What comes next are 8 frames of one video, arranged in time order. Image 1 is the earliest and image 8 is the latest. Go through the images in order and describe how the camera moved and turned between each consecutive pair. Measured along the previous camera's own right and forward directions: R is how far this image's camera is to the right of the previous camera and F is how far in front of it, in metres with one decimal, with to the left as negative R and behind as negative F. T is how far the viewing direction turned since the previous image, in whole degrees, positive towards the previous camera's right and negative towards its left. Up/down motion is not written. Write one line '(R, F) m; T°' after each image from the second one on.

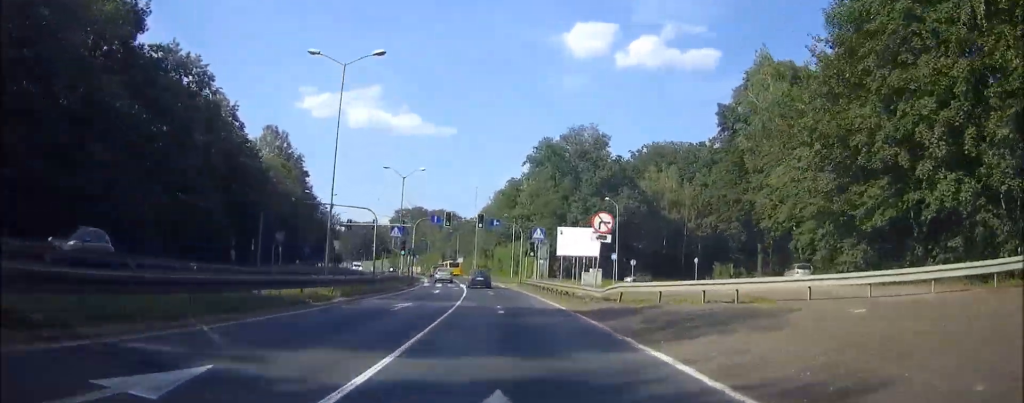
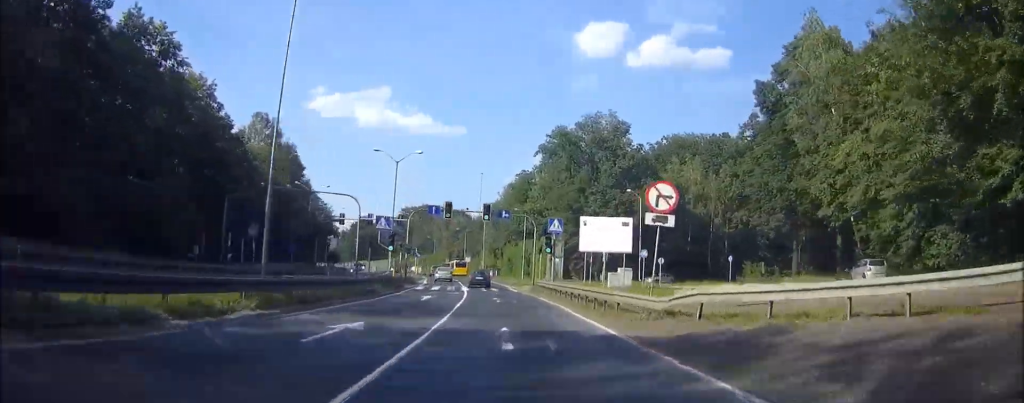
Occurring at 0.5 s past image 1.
(+0.1, +9.2) m; -1°
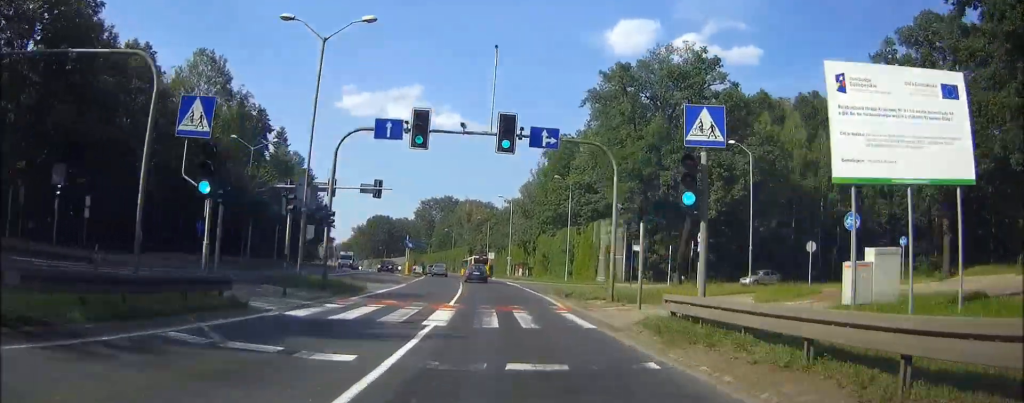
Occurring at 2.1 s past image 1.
(-1.1, +28.9) m; -4°
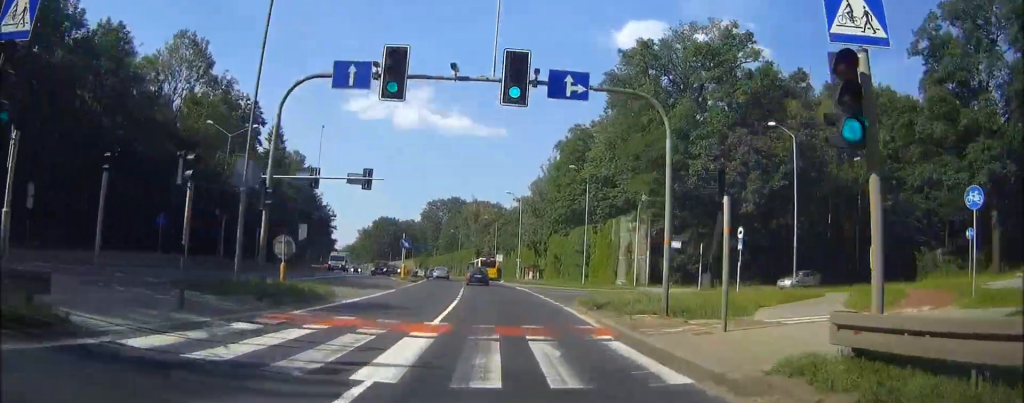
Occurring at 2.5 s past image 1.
(0.0, +7.4) m; -1°
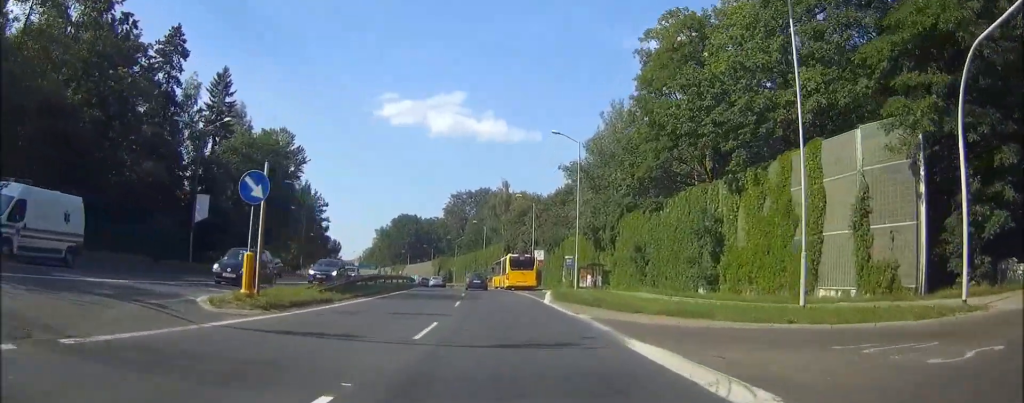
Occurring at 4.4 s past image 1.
(-1.0, +35.3) m; -3°
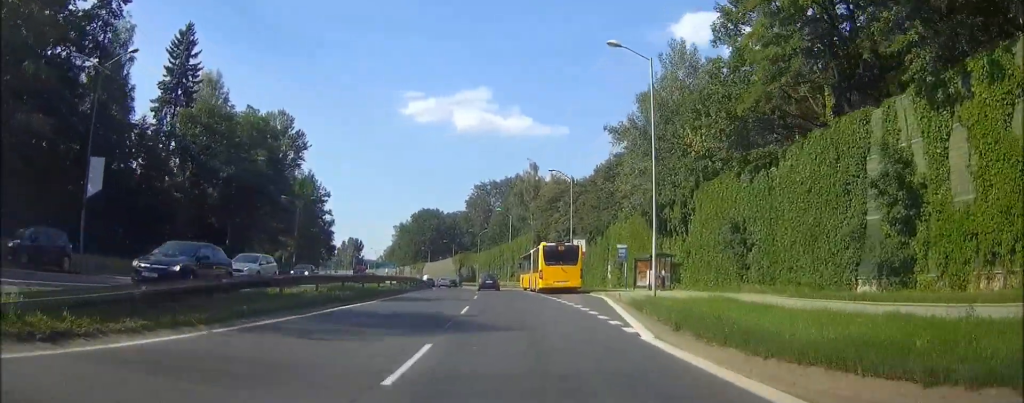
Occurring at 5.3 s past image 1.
(-0.3, +16.8) m; -3°
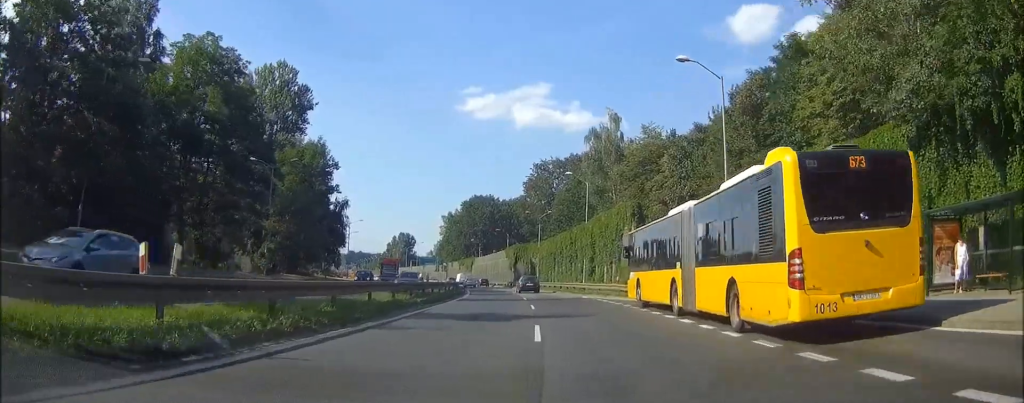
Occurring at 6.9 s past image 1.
(-1.2, +30.7) m; -3°
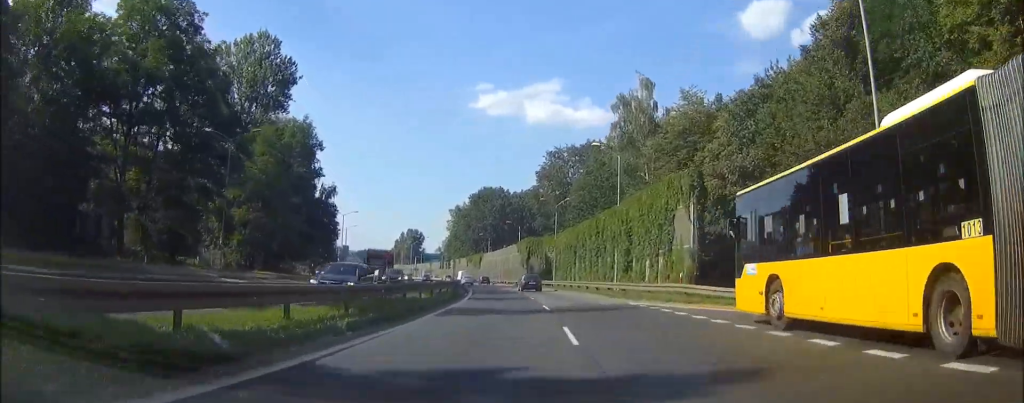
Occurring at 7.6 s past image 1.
(0.0, +12.6) m; -1°
